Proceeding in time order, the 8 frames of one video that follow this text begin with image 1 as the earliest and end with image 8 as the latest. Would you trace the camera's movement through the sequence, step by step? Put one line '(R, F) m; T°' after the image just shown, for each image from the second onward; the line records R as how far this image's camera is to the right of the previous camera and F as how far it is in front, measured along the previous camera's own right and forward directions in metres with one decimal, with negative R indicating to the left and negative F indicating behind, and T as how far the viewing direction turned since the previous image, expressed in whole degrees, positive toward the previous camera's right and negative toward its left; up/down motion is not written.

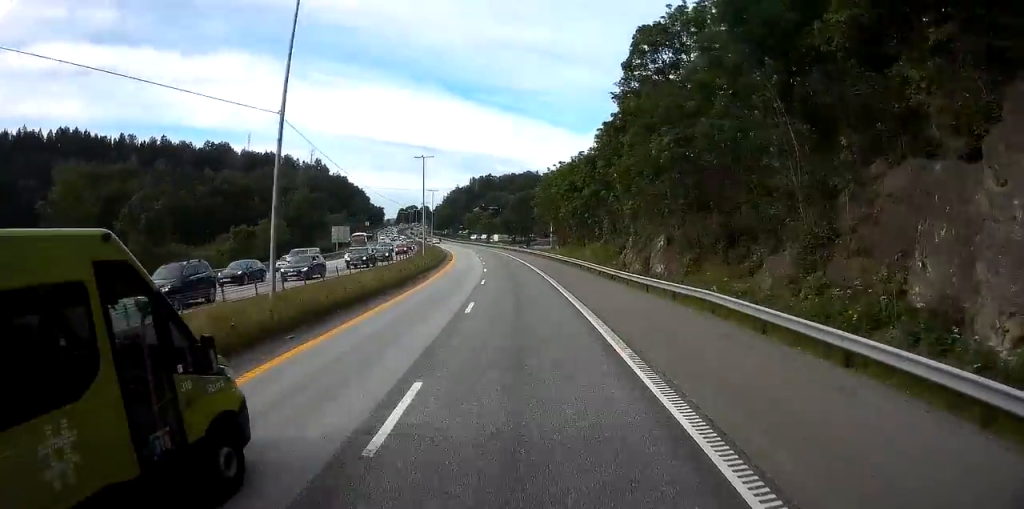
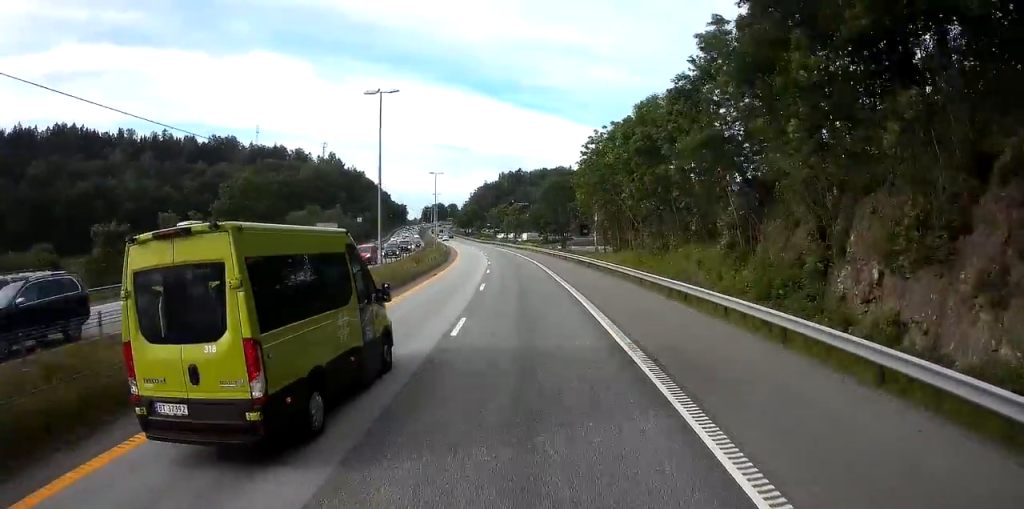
(-0.5, +29.4) m; -2°
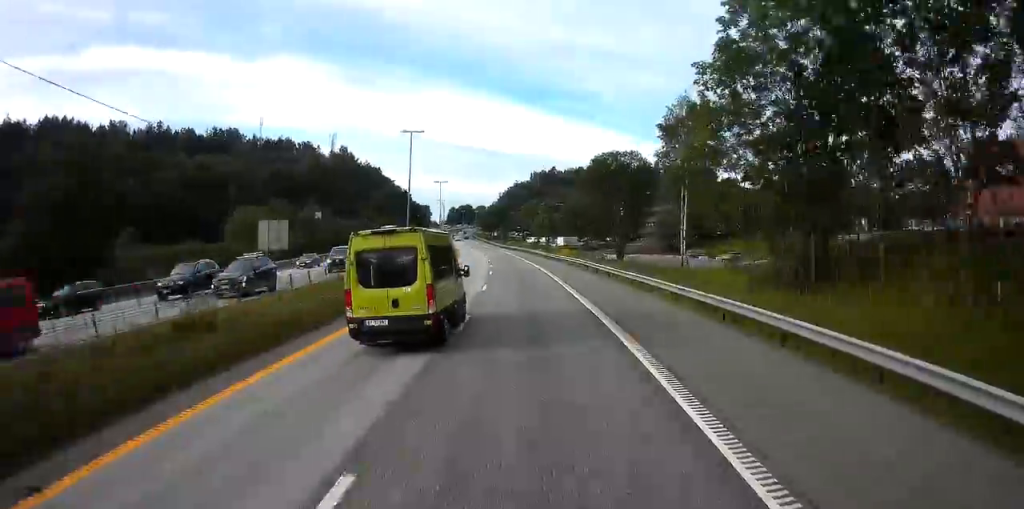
(-0.9, +35.9) m; -3°
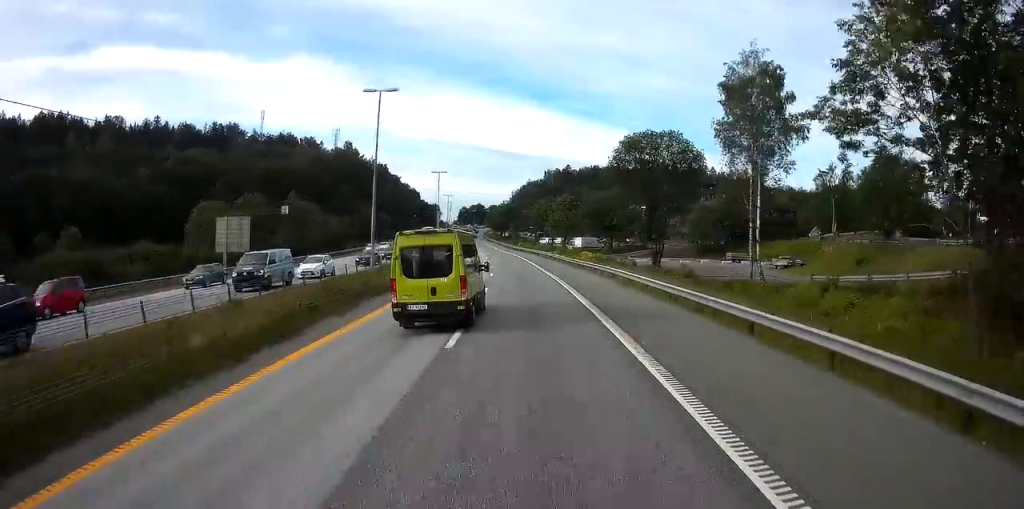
(-0.1, +14.3) m; -1°
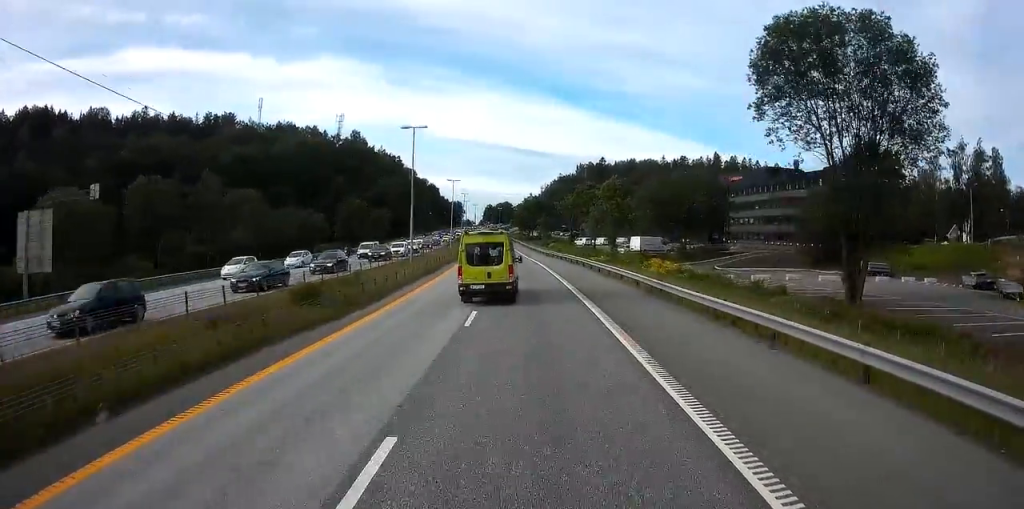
(-0.9, +33.5) m; -3°
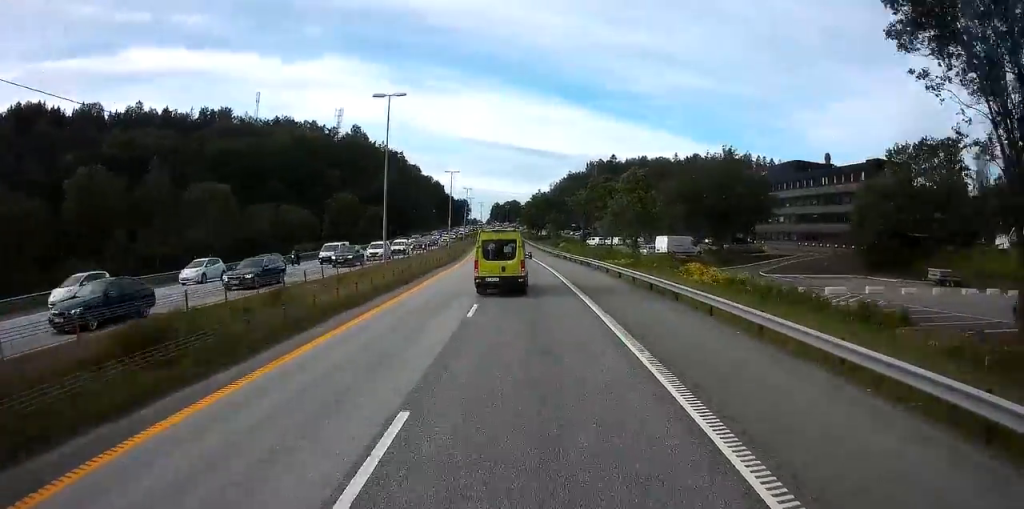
(-0.2, +11.3) m; -1°
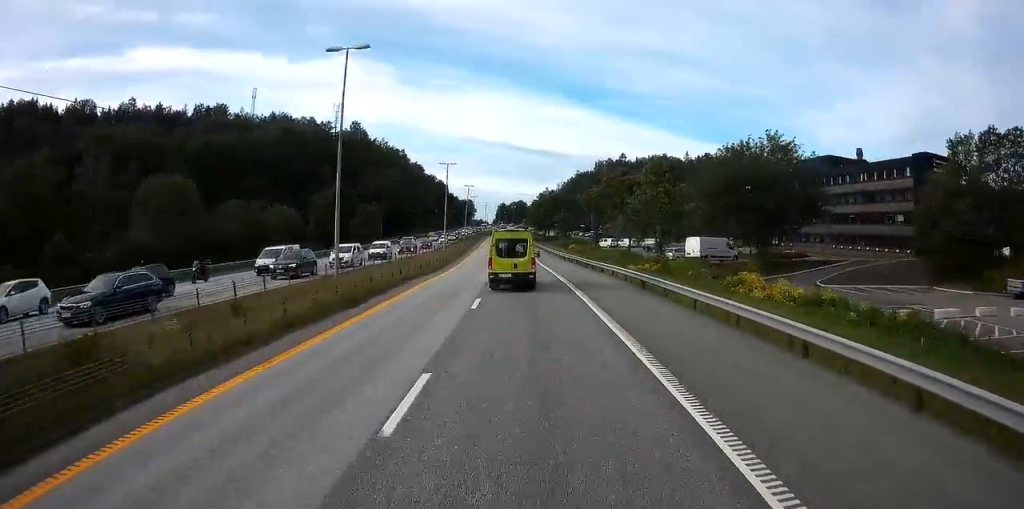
(-0.1, +10.5) m; -1°
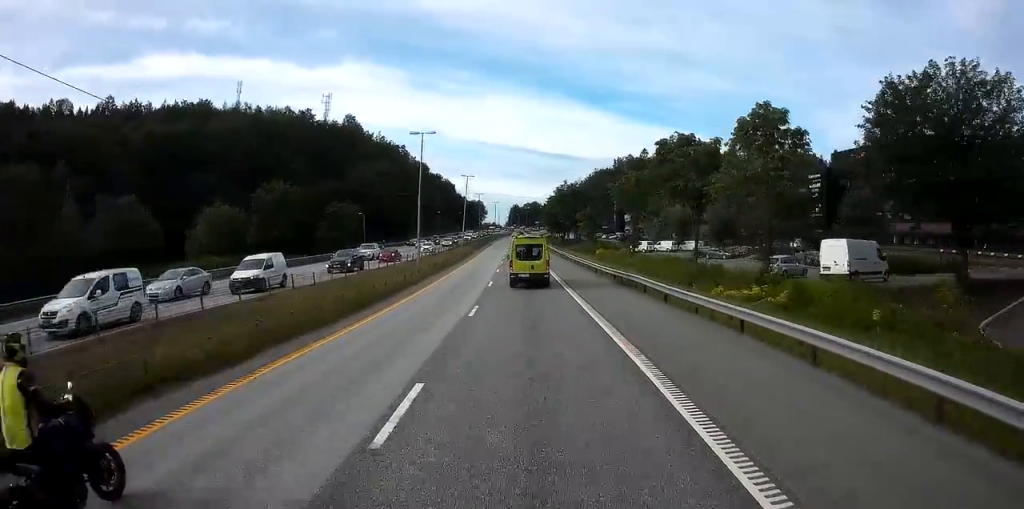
(-0.1, +24.0) m; -1°
